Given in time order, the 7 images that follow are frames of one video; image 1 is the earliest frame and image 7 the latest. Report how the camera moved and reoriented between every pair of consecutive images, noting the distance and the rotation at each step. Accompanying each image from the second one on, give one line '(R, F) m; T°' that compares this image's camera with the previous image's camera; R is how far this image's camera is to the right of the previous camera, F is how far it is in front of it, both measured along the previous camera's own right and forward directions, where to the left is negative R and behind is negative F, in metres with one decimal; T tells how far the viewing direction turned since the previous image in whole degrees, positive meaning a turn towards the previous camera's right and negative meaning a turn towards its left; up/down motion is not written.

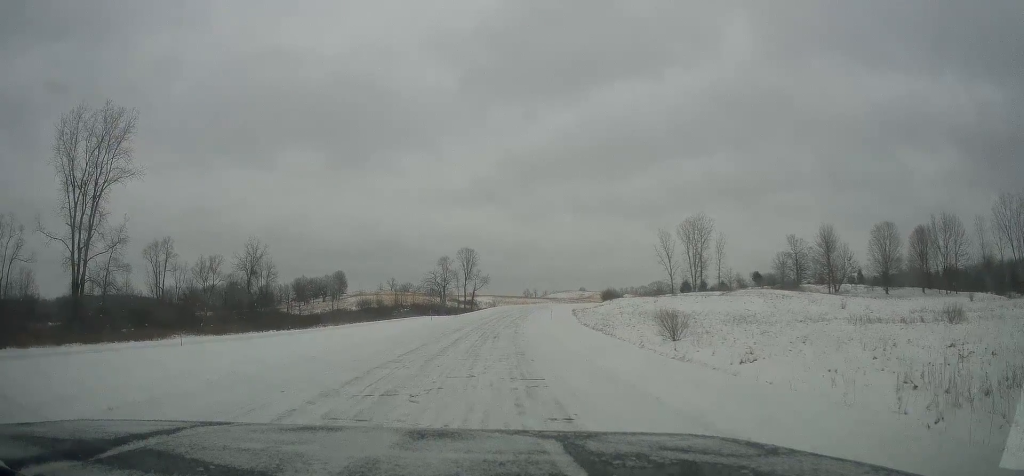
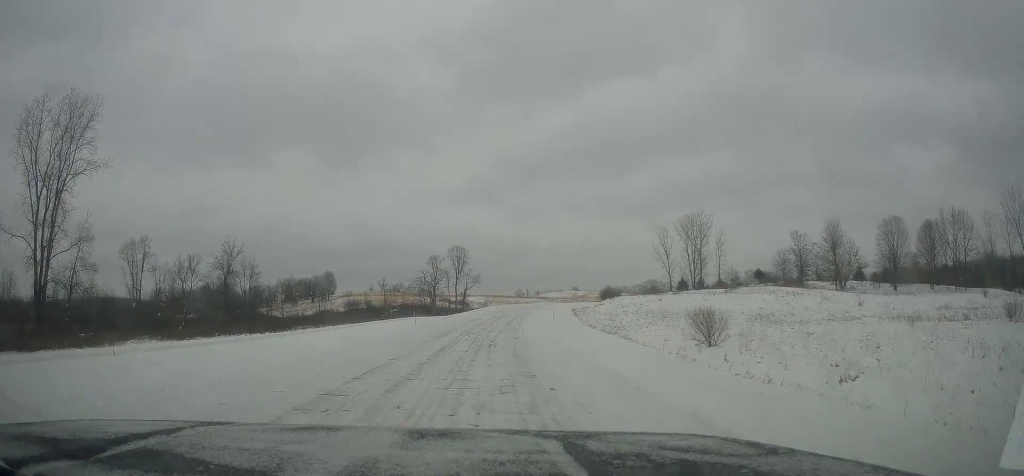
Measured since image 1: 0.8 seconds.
(0.0, +6.7) m; 0°
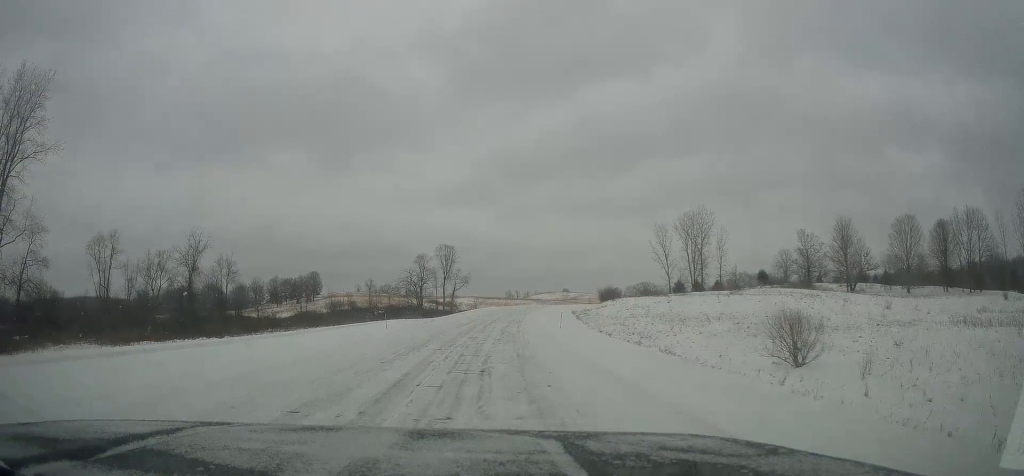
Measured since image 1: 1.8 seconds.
(-0.2, +8.9) m; +3°
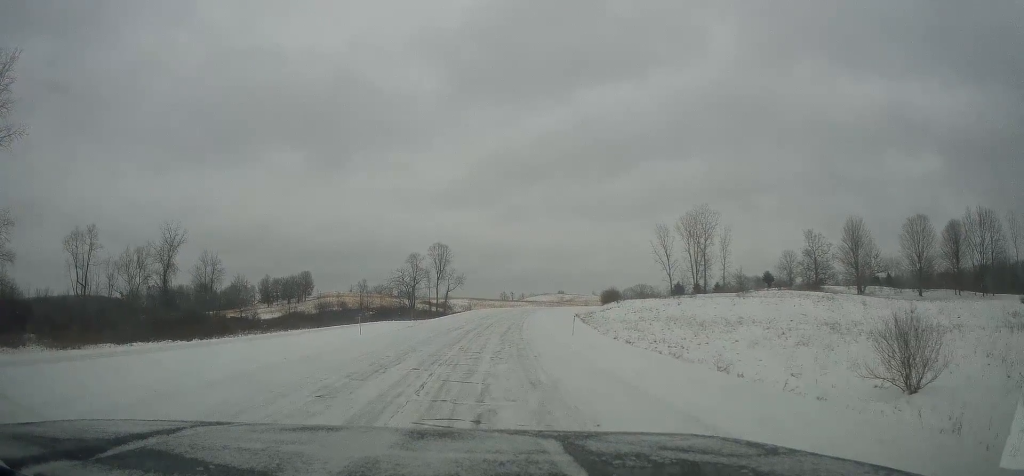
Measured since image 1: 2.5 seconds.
(+0.1, +6.0) m; +4°
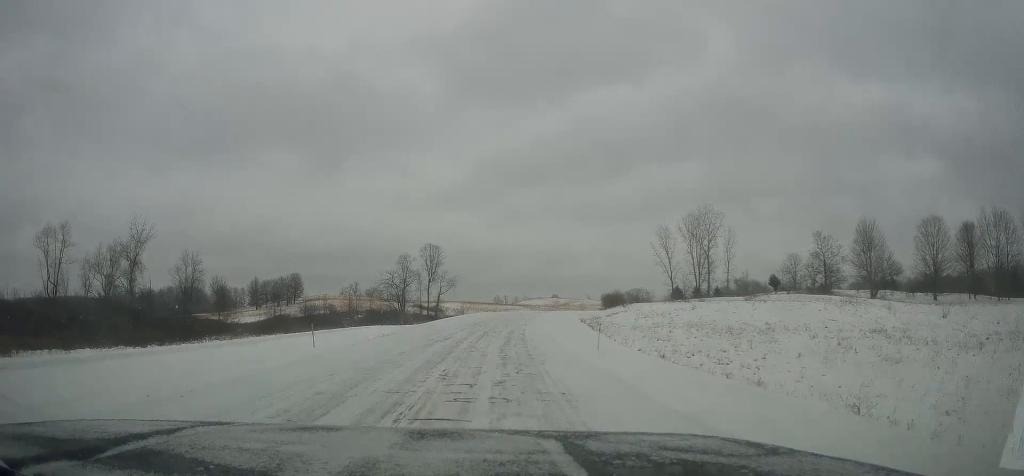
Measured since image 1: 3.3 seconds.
(+0.8, +6.9) m; +3°
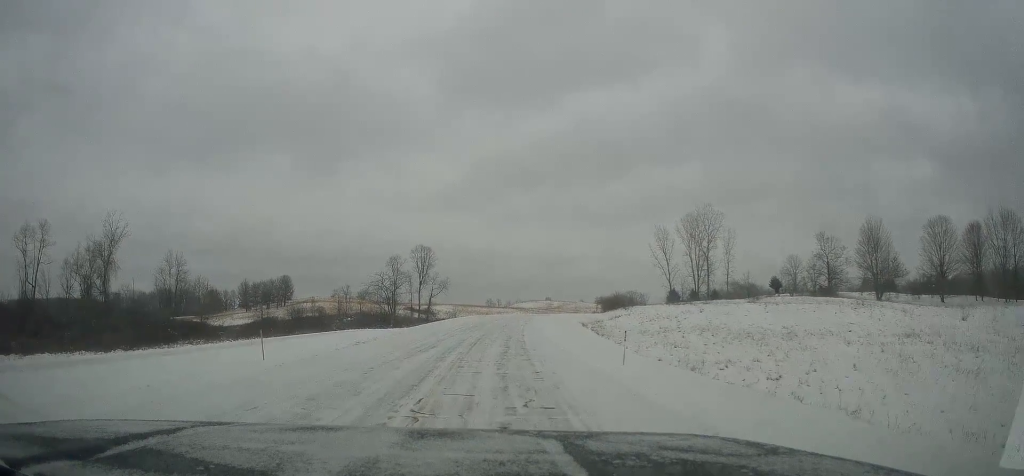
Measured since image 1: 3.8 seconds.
(-0.3, +4.4) m; -2°
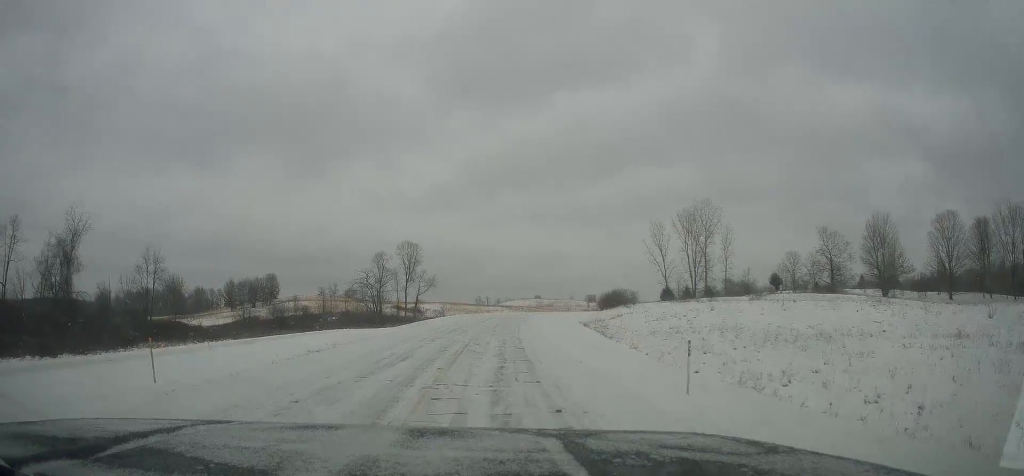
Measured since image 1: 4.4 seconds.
(-0.2, +5.6) m; -2°
